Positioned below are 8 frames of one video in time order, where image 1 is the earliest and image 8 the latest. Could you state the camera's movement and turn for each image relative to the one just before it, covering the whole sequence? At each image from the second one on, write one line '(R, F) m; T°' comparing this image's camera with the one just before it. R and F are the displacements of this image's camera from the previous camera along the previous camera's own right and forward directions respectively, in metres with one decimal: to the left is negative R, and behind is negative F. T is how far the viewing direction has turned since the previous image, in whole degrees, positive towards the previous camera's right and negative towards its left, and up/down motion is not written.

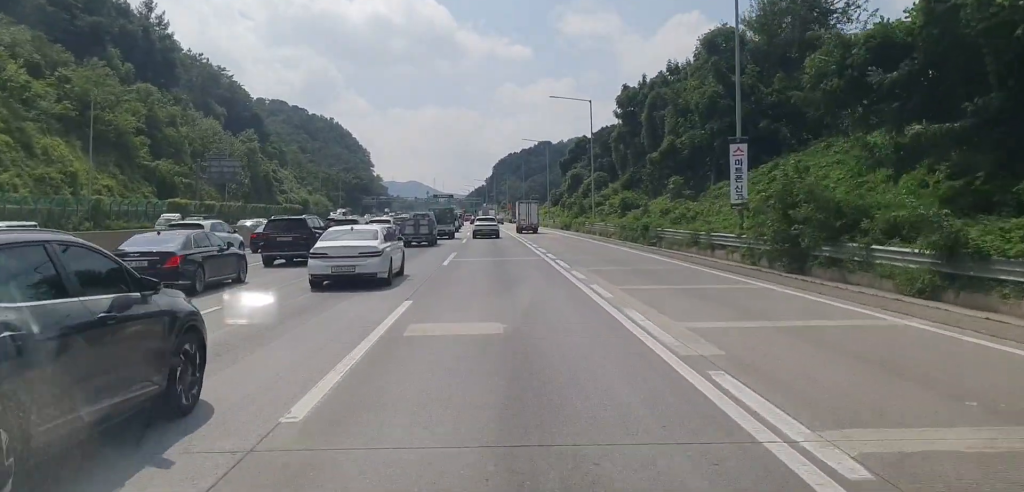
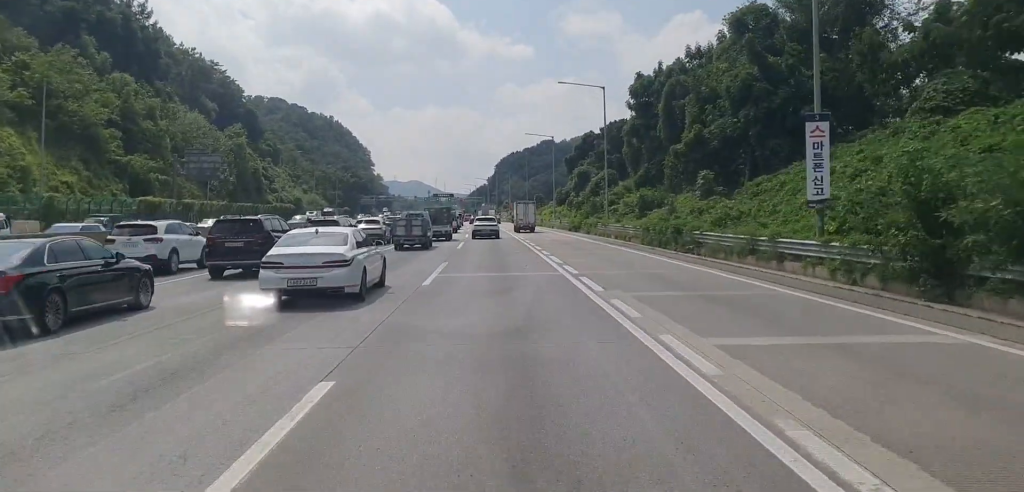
(-0.2, +7.6) m; +1°
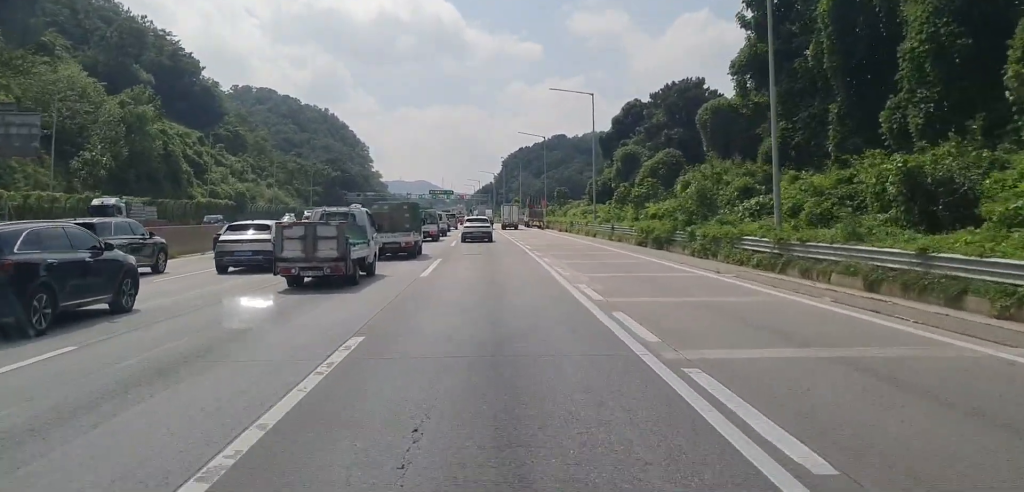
(+1.4, +37.2) m; +2°
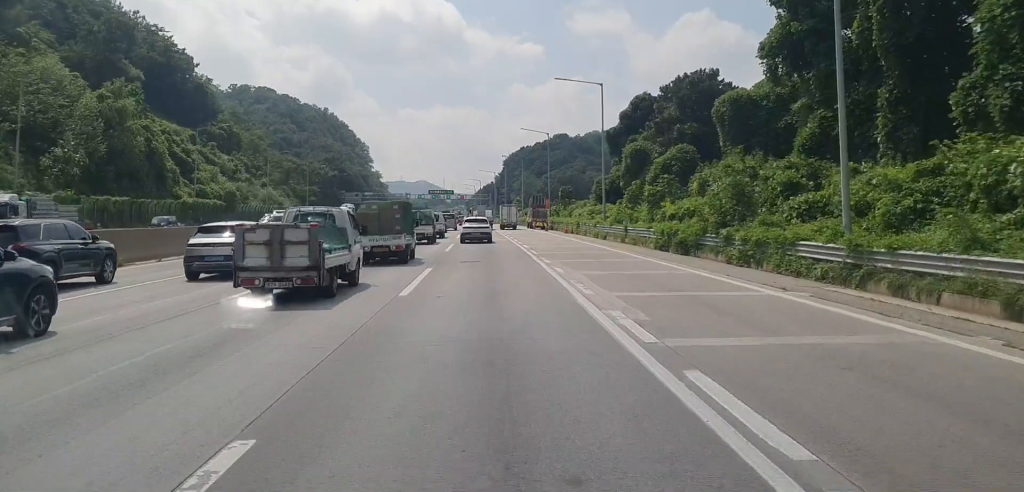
(+0.1, +5.1) m; 0°
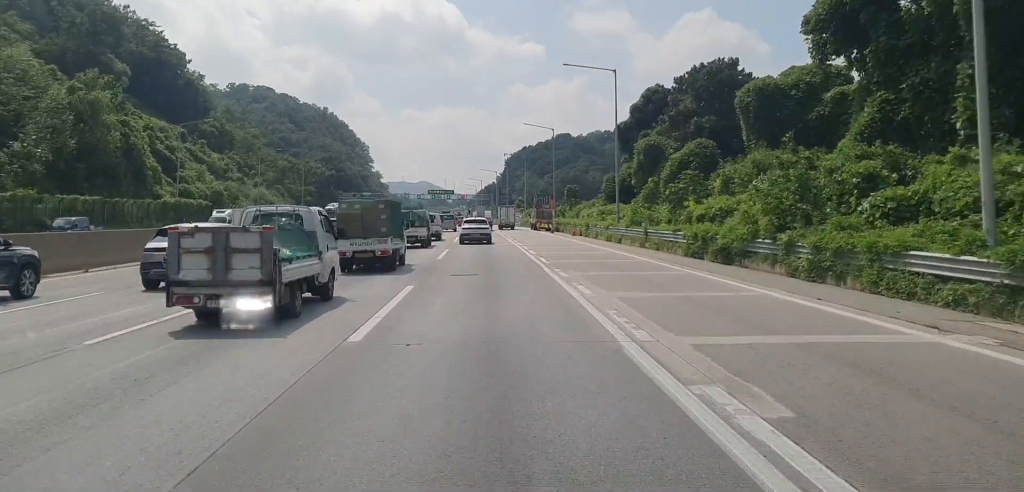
(-0.1, +6.1) m; 0°
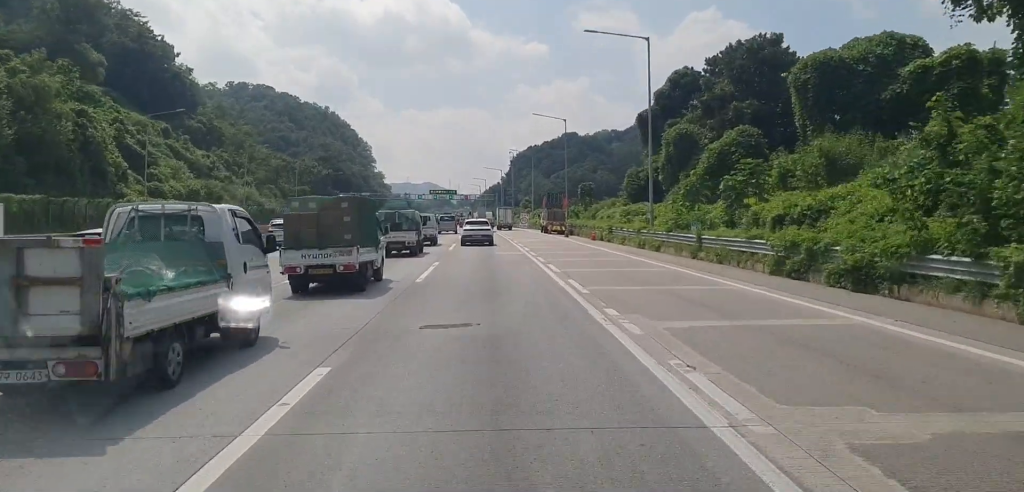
(-0.2, +10.4) m; -1°
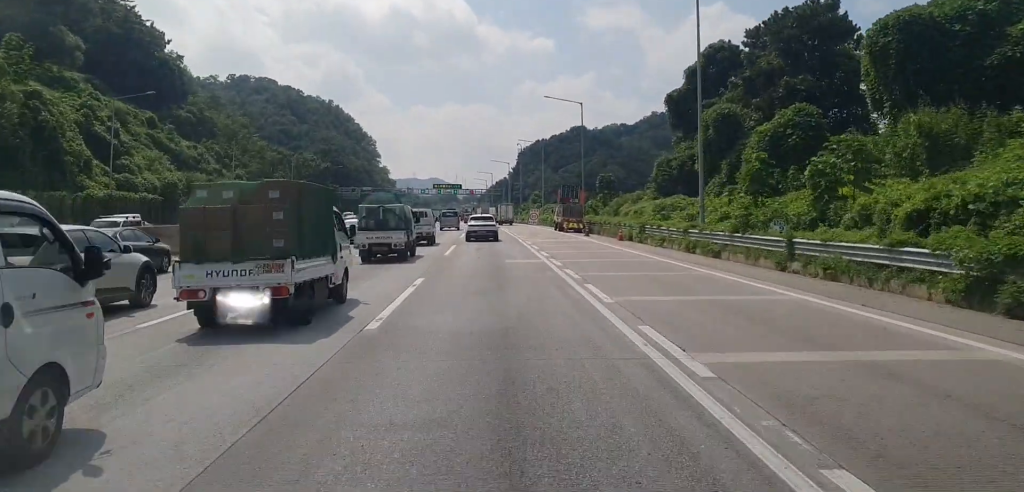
(+0.1, +9.2) m; -1°
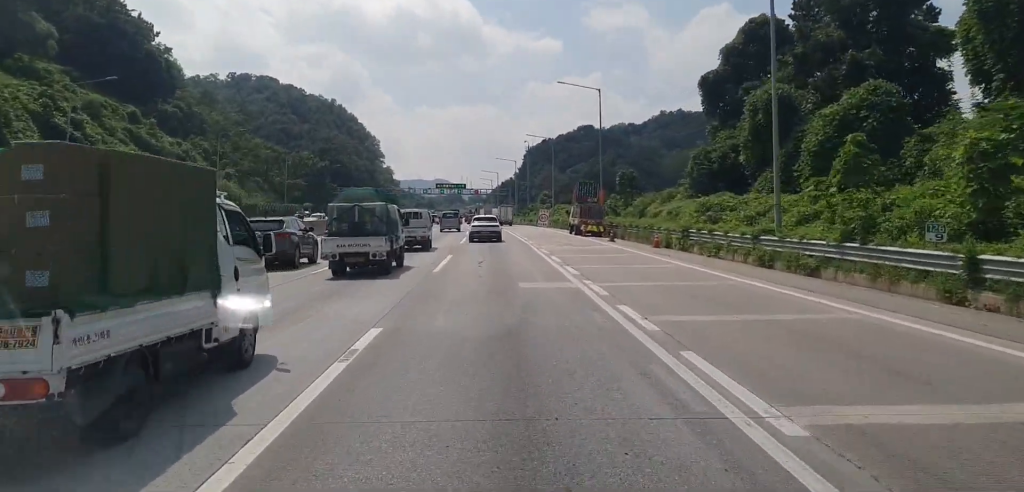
(-0.3, +8.7) m; -1°
